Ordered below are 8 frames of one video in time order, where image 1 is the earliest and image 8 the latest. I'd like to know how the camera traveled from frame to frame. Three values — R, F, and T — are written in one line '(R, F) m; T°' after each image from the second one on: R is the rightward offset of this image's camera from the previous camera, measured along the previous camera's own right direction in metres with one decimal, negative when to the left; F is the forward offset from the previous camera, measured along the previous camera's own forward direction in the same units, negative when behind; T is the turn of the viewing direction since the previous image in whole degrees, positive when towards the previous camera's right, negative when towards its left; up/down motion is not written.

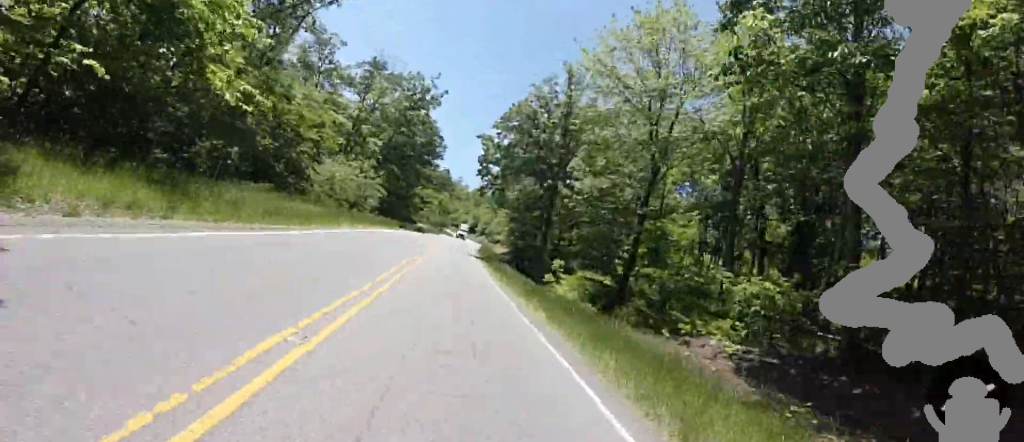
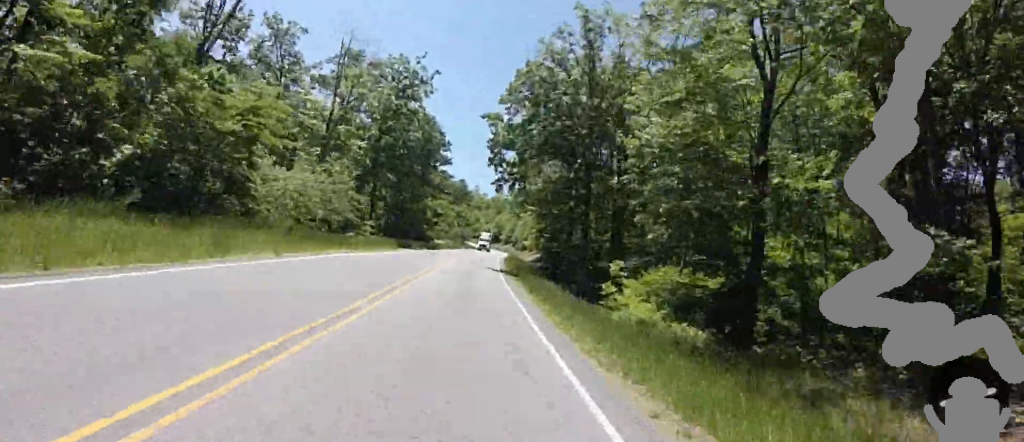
(-0.4, +8.9) m; -1°
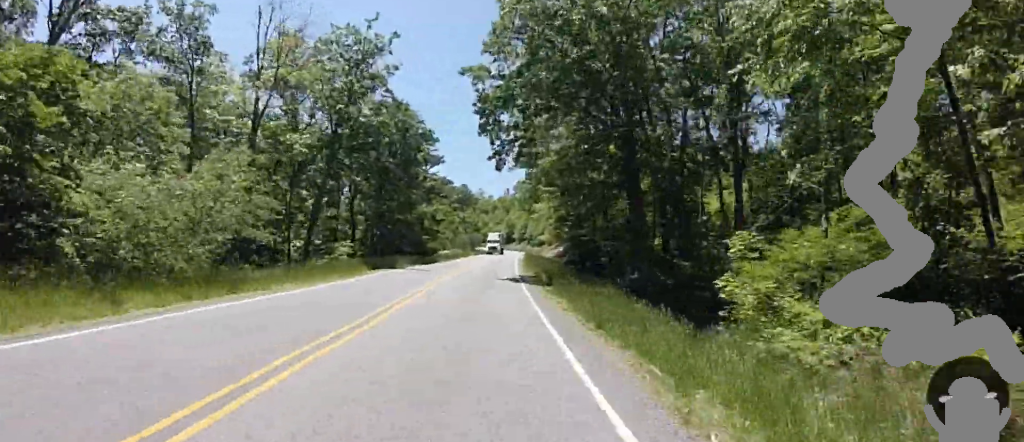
(+0.3, +10.8) m; +3°
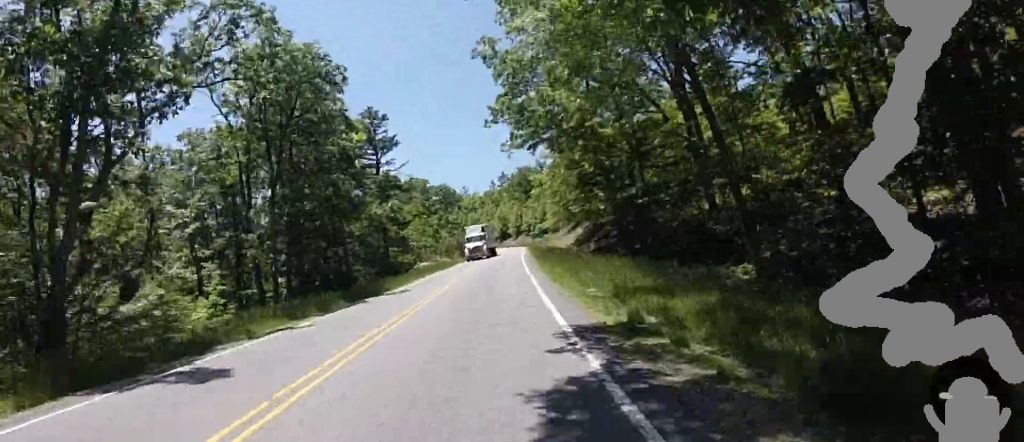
(+0.6, +18.4) m; +4°
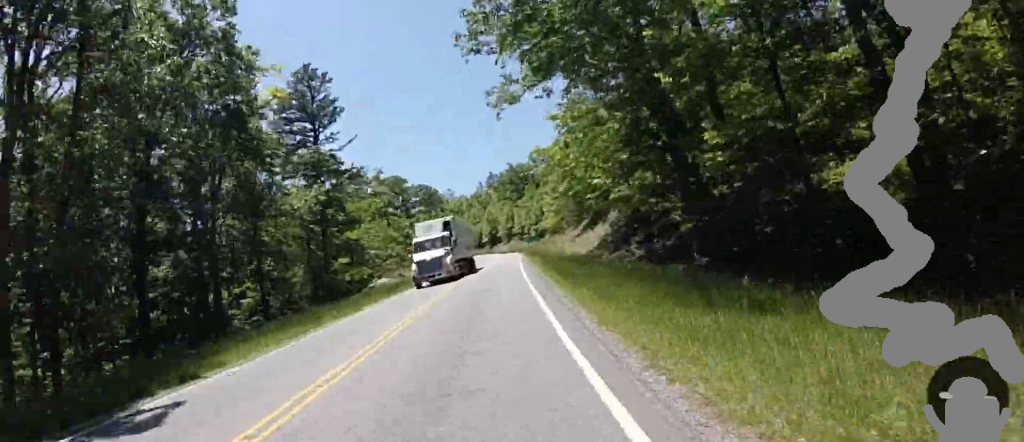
(+0.7, +15.3) m; +2°
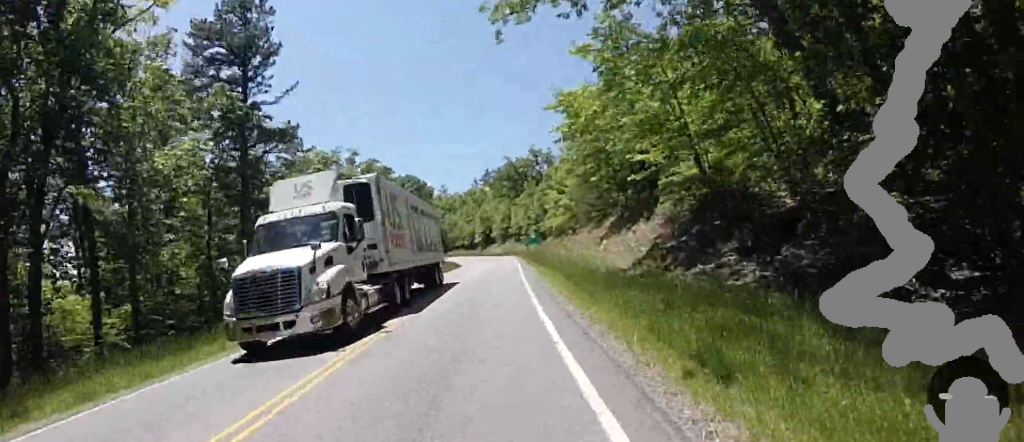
(0.0, +11.3) m; -1°
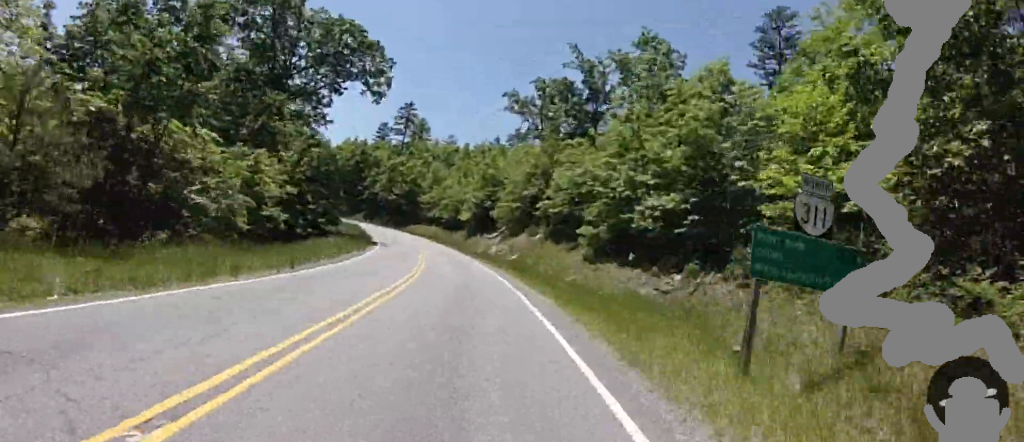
(-3.2, +57.7) m; -2°
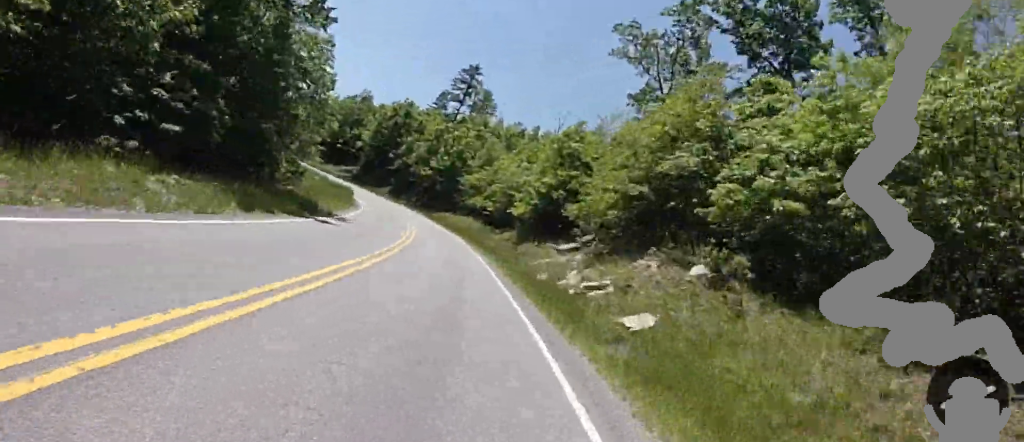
(+0.6, +17.7) m; +11°
